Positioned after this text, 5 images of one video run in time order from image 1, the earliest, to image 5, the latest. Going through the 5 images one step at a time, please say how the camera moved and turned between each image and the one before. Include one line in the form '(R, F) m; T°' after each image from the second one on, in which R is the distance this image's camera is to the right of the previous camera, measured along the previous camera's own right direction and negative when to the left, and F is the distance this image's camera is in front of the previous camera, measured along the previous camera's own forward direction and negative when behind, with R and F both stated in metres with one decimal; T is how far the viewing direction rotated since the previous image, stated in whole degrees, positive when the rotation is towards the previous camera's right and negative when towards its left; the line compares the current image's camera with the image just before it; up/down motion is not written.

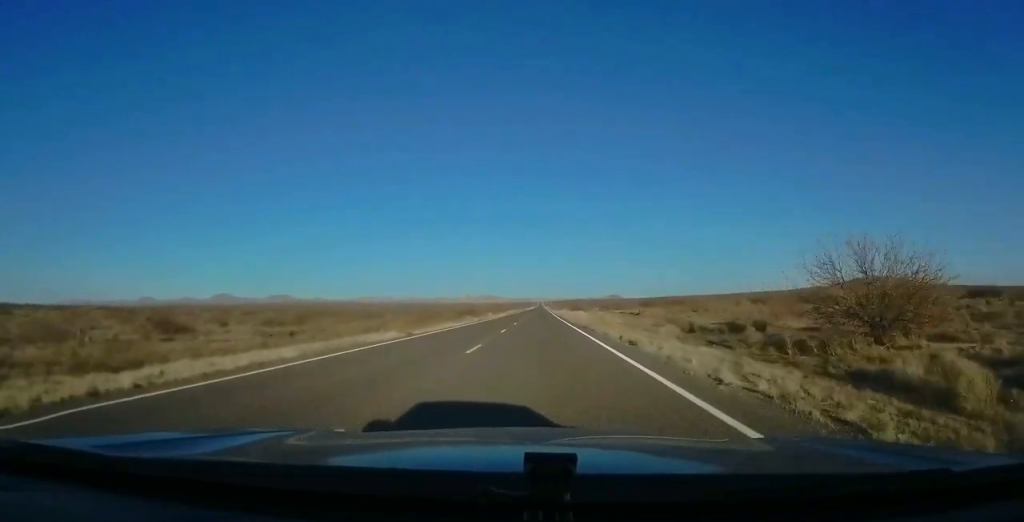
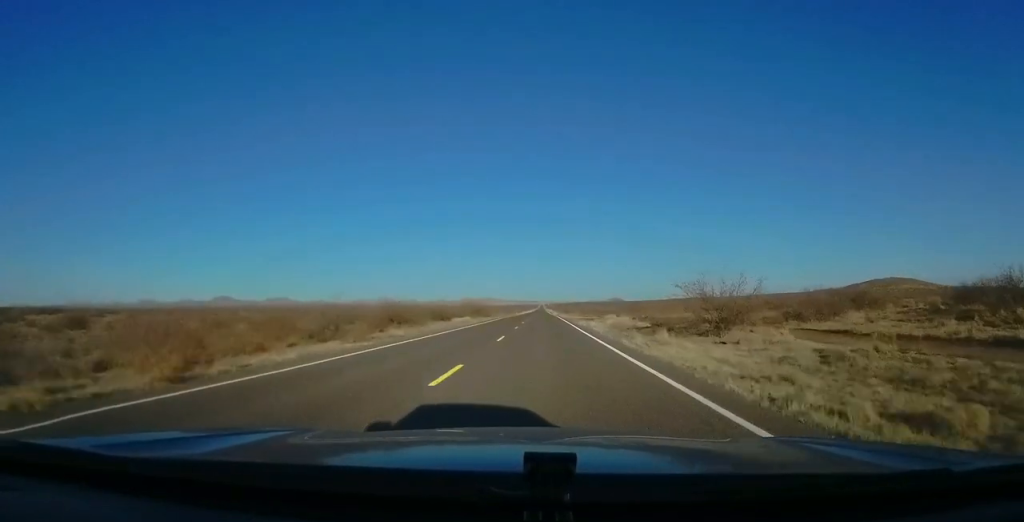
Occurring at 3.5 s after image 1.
(+1.8, +102.8) m; +1°
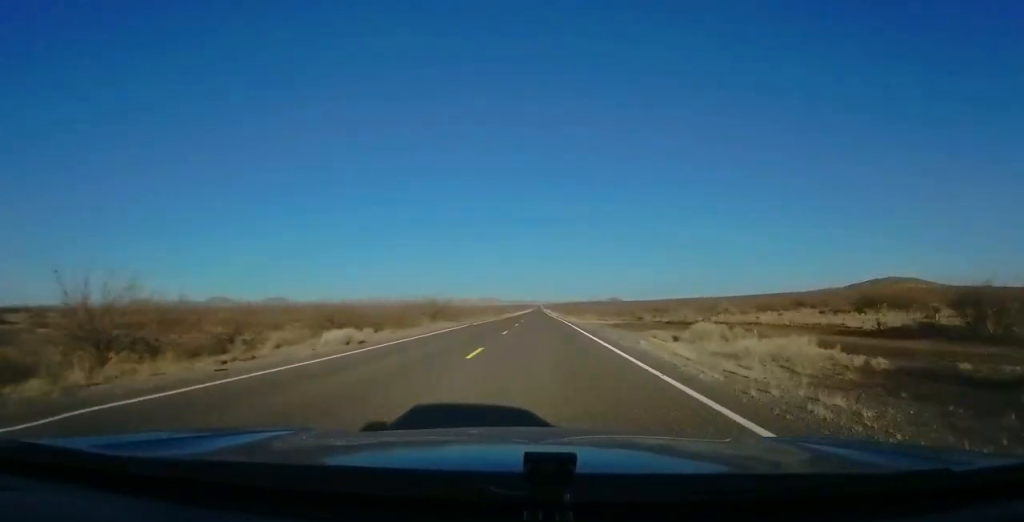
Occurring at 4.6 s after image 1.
(0.0, +32.1) m; 0°
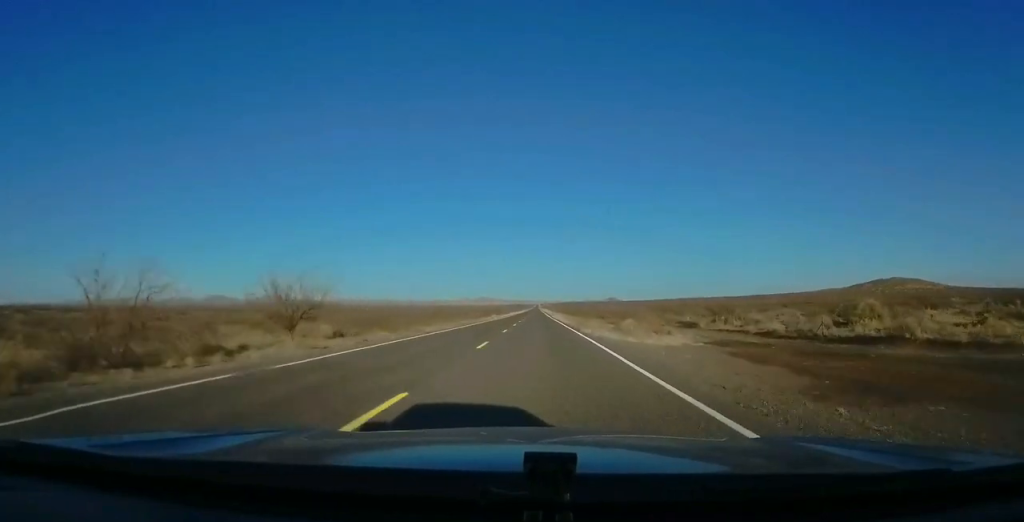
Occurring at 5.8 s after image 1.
(+0.4, +33.2) m; +1°
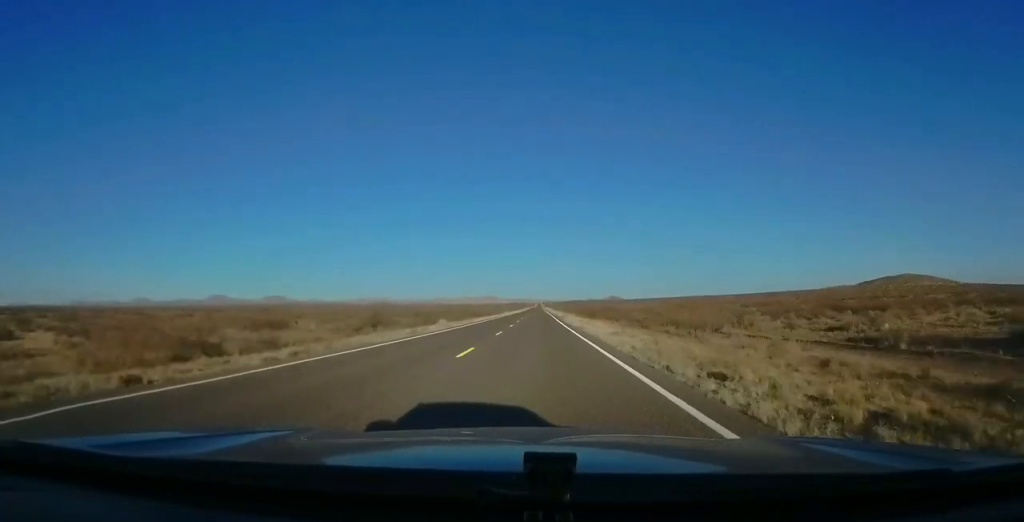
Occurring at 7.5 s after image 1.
(-0.8, +51.7) m; -2°
